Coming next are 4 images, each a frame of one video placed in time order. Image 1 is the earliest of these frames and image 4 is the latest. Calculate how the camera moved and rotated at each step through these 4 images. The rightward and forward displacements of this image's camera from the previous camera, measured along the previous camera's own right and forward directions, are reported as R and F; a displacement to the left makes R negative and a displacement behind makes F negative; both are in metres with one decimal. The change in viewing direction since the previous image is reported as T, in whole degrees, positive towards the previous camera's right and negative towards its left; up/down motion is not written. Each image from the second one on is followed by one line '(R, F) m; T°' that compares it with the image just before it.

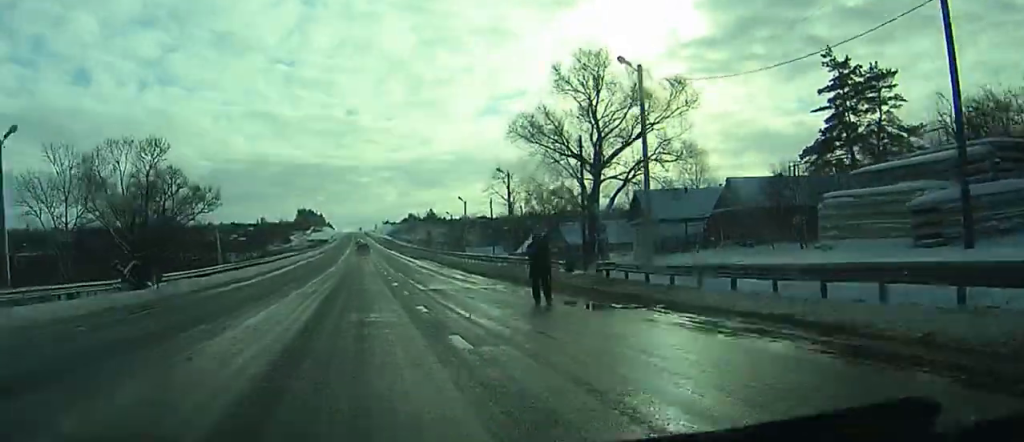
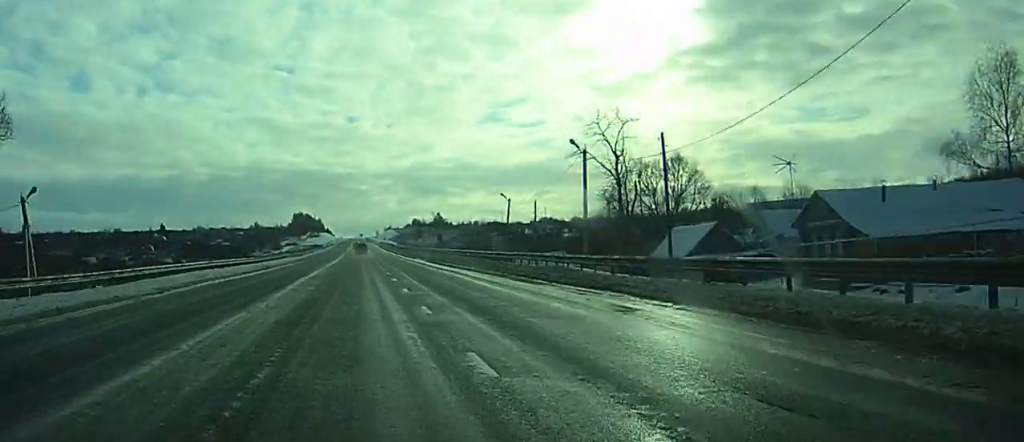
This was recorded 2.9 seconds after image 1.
(-0.6, +59.4) m; -1°
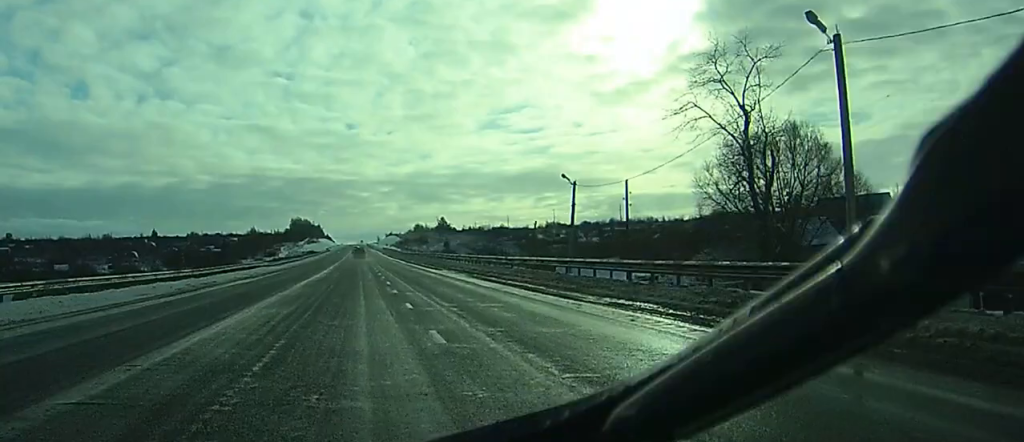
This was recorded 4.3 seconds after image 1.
(0.0, +28.2) m; 0°
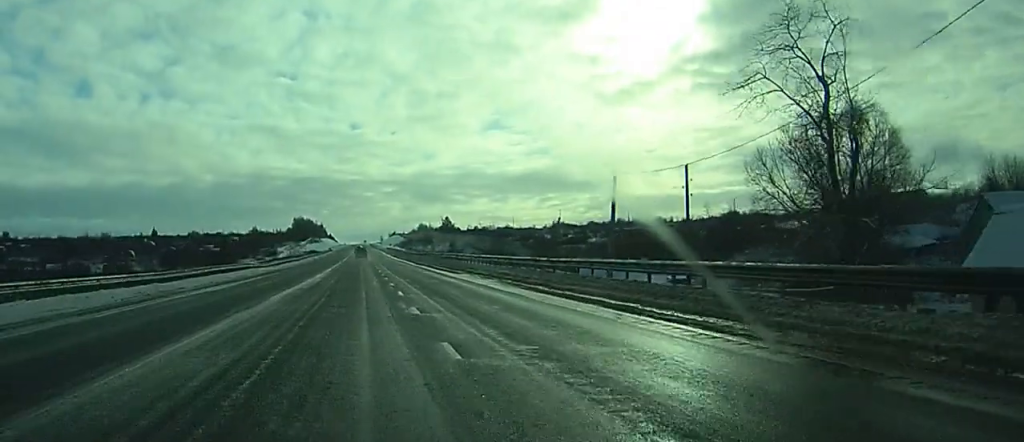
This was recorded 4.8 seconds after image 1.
(+0.2, +9.4) m; 0°
